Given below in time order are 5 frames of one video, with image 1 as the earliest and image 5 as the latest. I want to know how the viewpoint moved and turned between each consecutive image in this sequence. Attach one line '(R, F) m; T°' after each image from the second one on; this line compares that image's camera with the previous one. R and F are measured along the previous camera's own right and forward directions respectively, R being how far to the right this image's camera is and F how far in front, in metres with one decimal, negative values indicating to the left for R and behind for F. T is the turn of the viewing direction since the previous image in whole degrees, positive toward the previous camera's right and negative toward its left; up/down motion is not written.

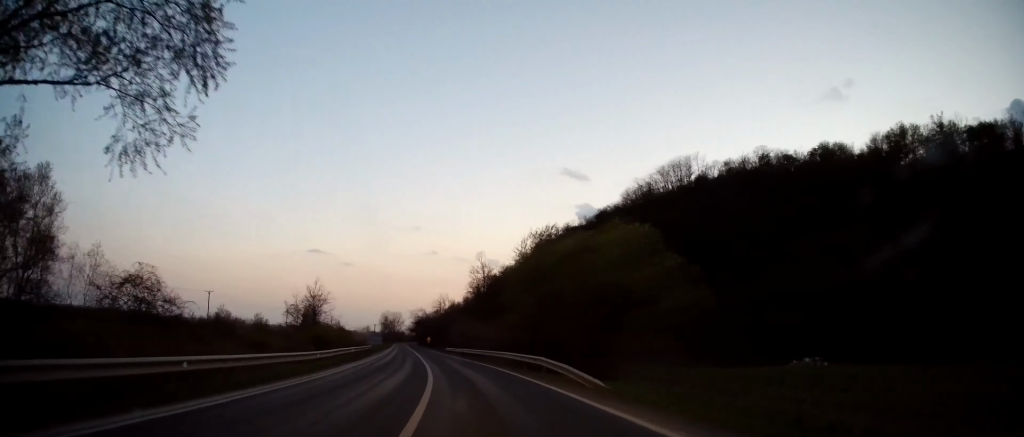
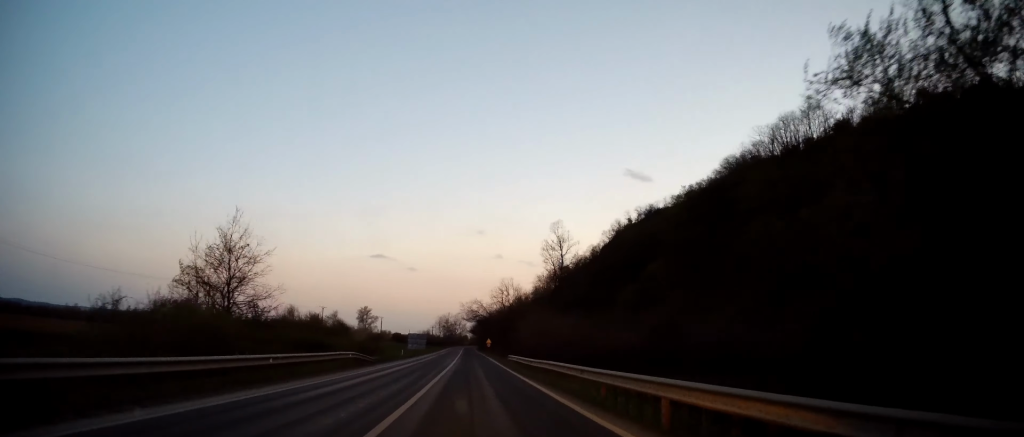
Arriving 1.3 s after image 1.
(-1.3, +31.4) m; -6°
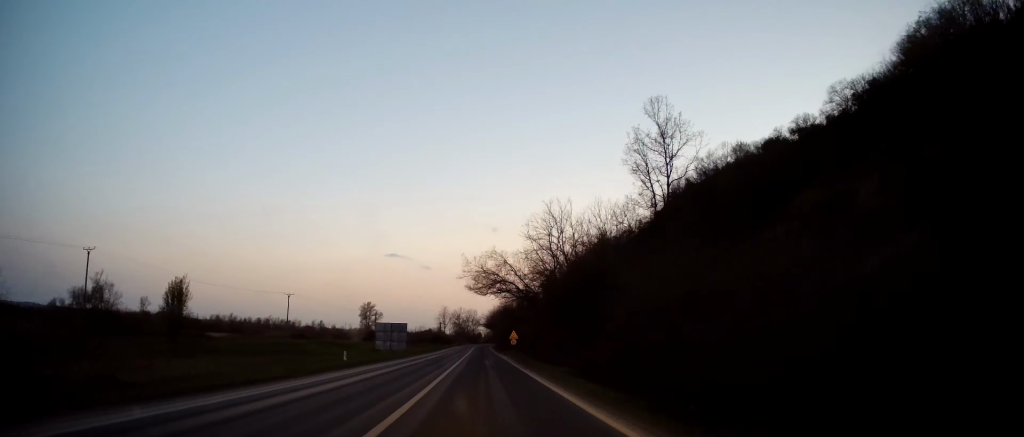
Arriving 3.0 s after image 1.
(-3.4, +43.2) m; -5°
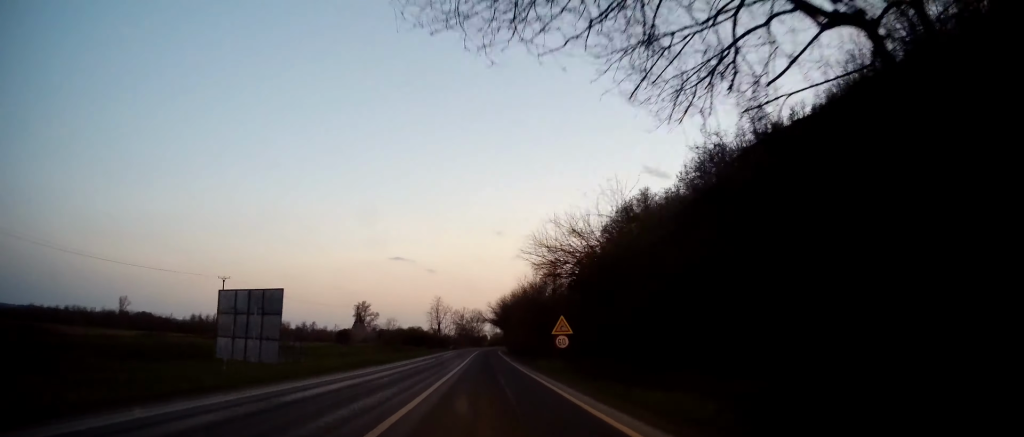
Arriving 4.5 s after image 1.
(+0.1, +37.8) m; -1°
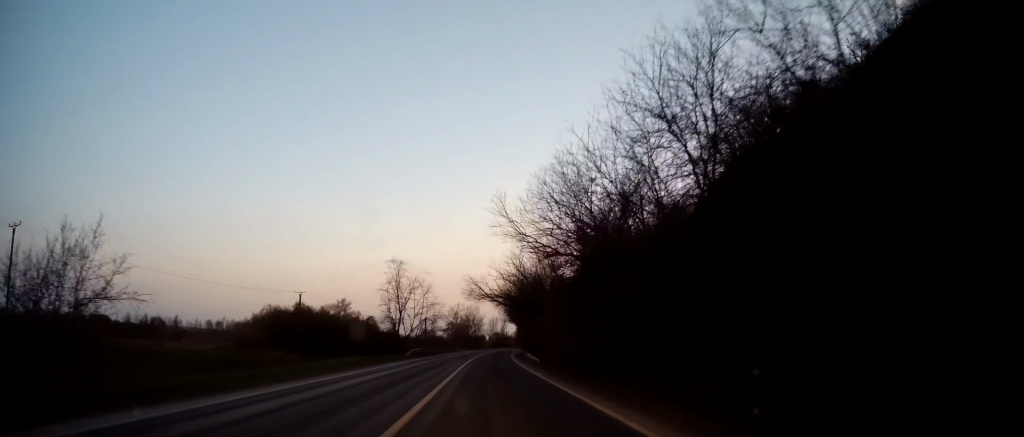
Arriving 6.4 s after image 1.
(-0.4, +50.7) m; 0°
